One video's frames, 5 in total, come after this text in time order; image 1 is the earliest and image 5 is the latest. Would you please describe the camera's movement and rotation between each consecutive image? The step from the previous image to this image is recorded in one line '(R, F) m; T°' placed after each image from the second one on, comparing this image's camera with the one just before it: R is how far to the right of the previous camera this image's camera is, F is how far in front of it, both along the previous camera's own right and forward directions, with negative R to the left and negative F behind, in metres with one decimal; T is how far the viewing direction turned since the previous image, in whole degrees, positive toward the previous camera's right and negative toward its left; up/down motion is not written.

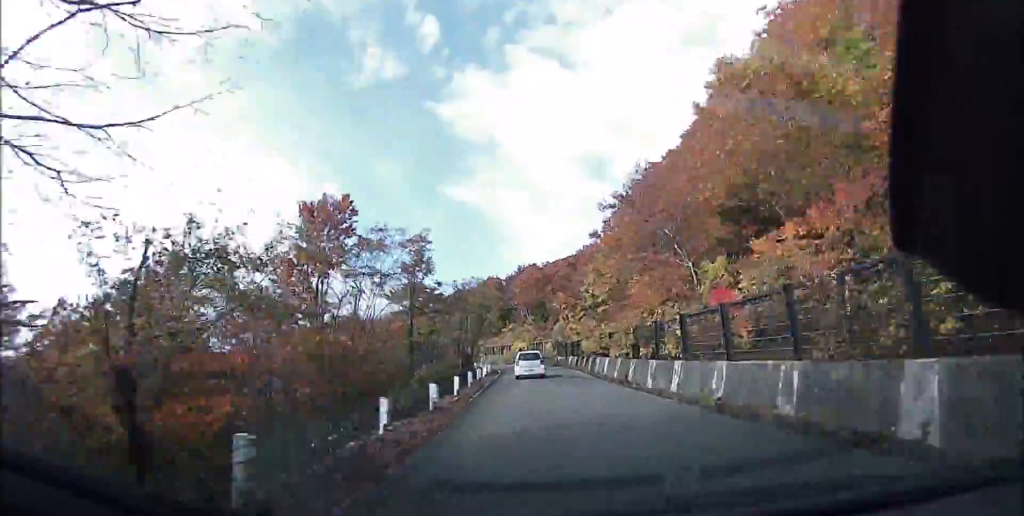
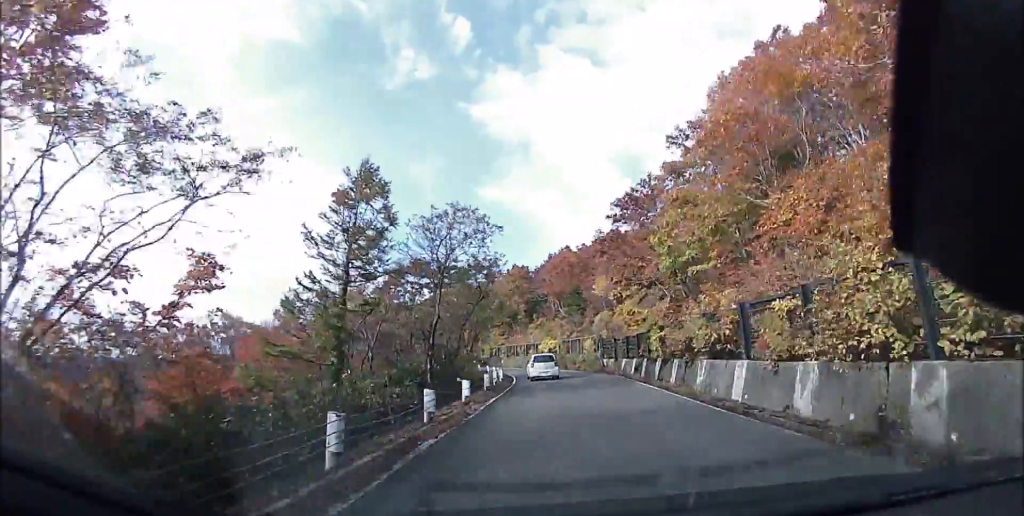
(-0.5, +15.0) m; -3°
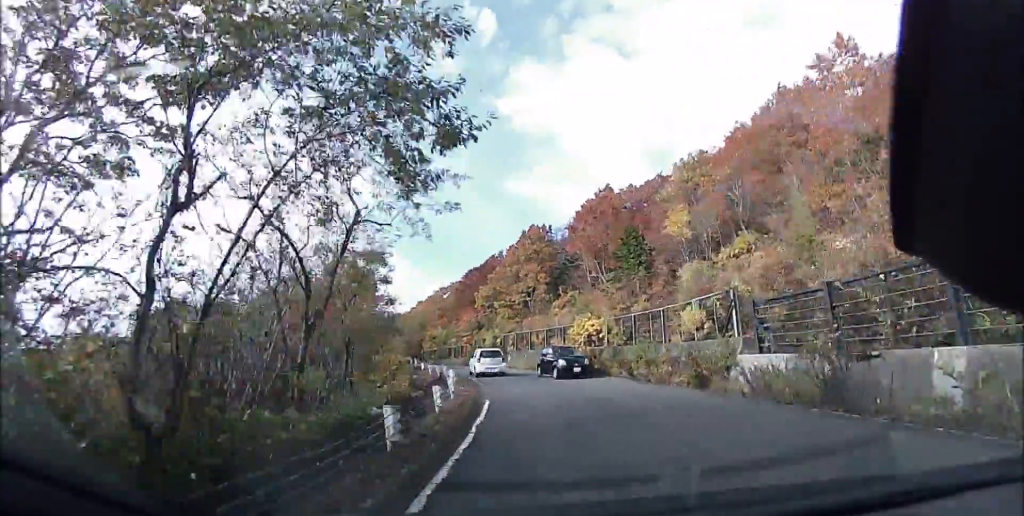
(-0.6, +23.4) m; -5°
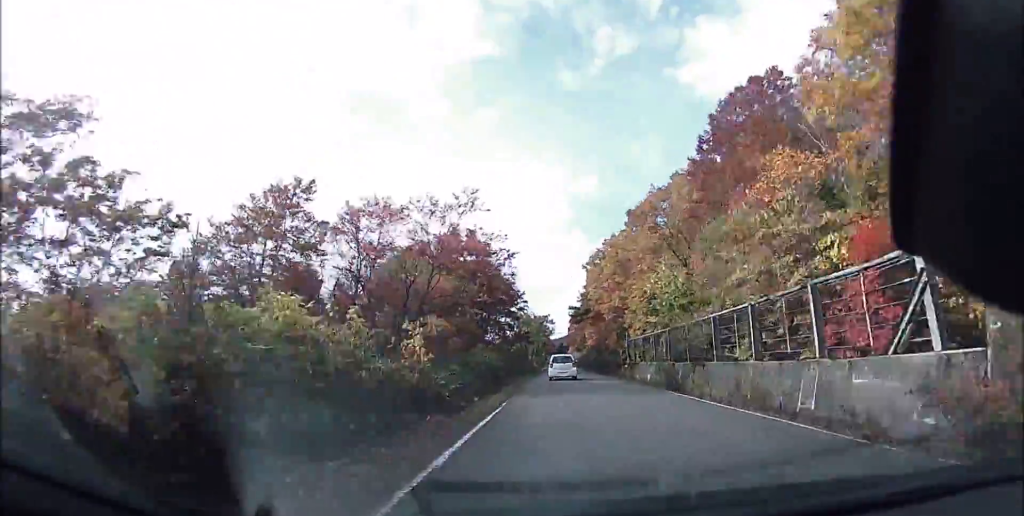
(-9.0, +43.7) m; -25°
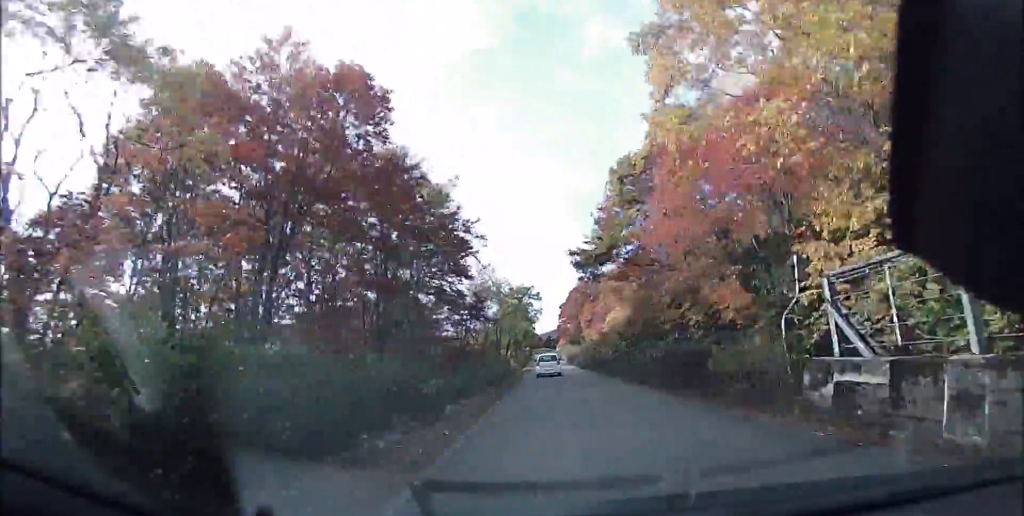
(-2.5, +25.3) m; -2°
